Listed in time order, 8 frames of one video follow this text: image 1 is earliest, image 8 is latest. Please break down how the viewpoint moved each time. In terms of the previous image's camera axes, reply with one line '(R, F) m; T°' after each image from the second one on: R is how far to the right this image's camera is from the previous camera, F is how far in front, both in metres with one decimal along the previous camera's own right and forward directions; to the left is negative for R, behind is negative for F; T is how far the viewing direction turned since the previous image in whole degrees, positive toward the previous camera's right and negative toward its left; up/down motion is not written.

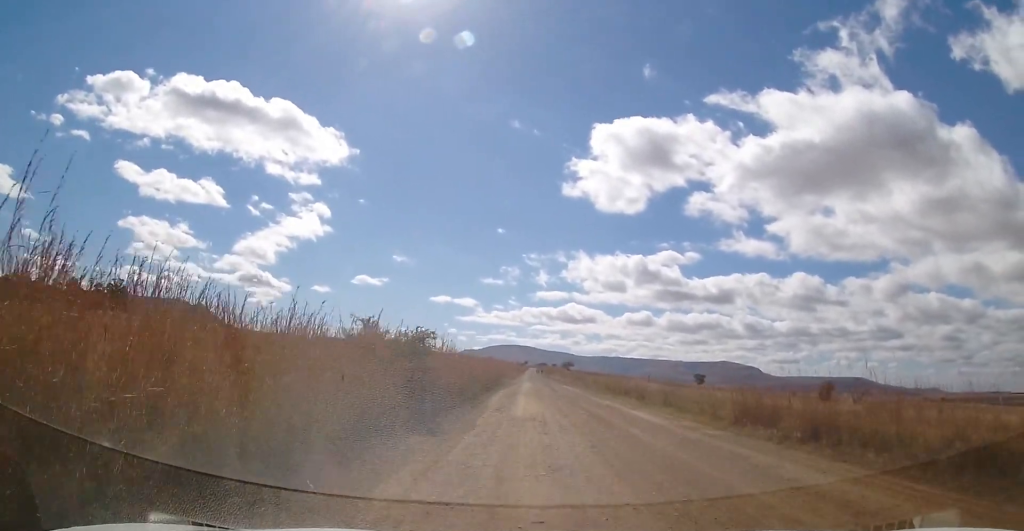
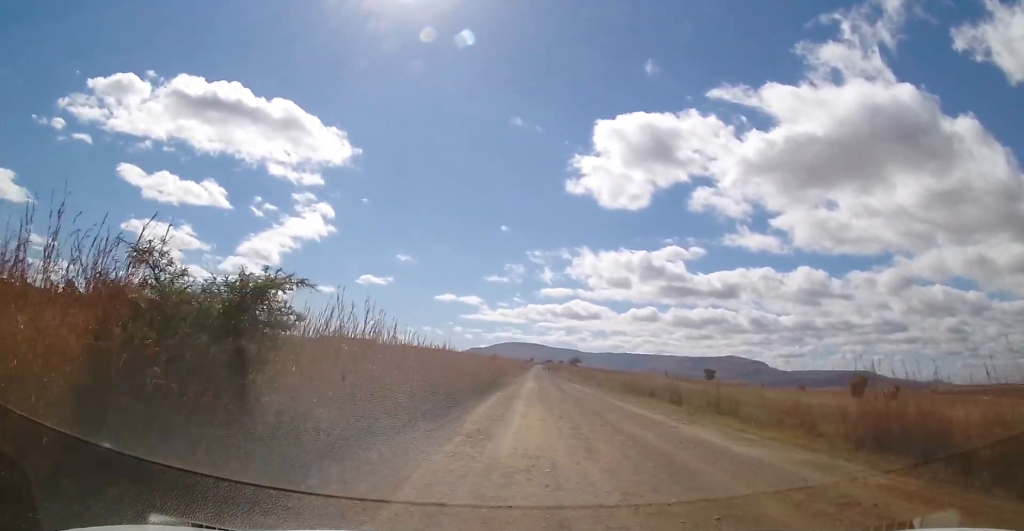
(+0.1, +9.1) m; 0°
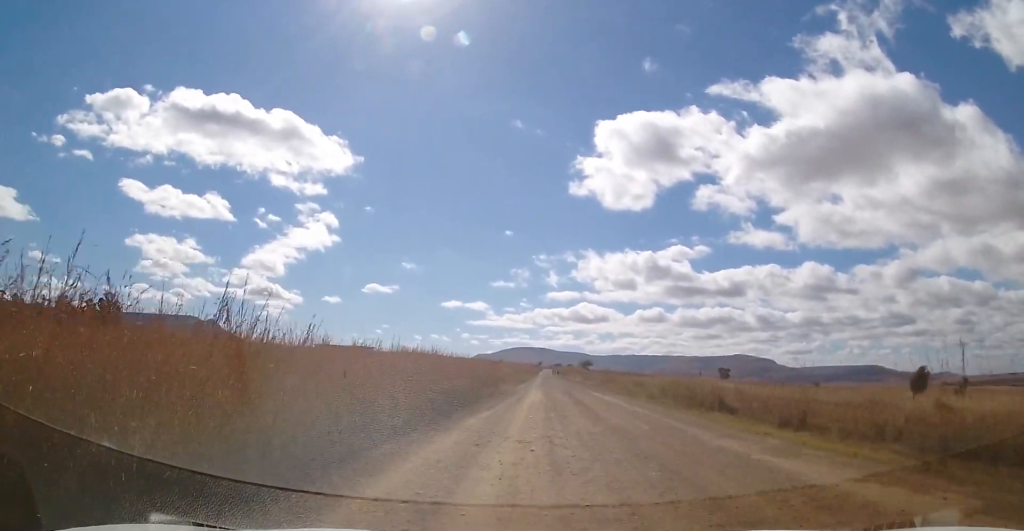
(+0.3, +15.1) m; 0°
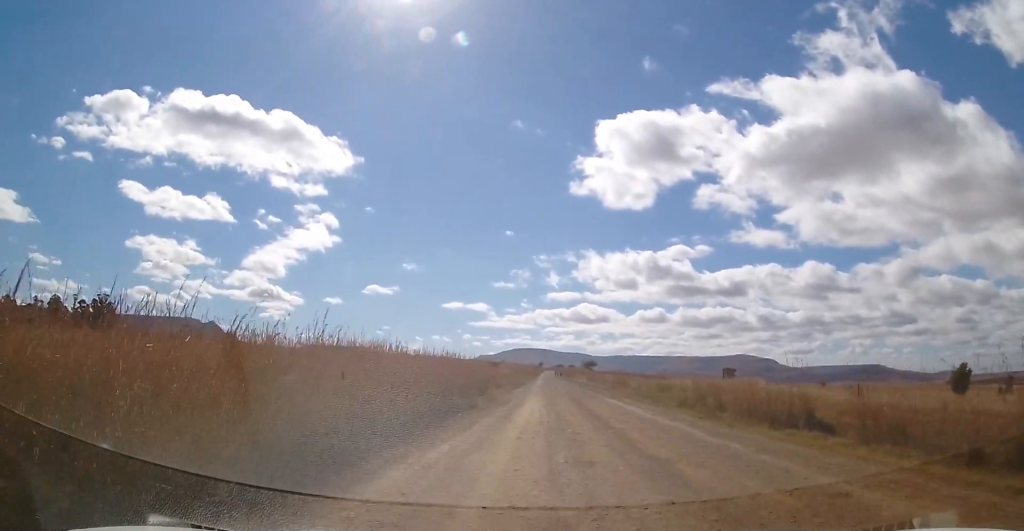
(-0.2, +9.2) m; -1°
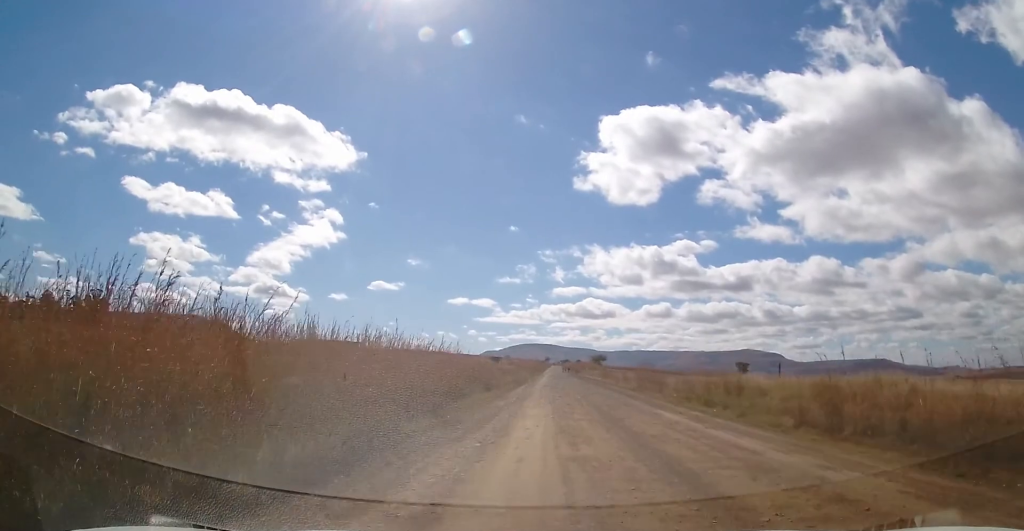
(-0.2, +14.4) m; -1°
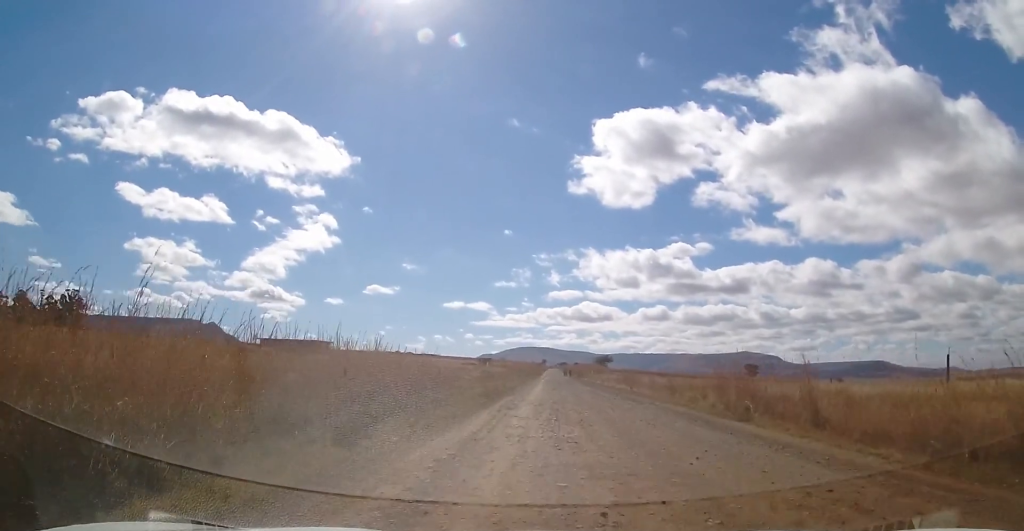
(0.0, +23.3) m; 0°
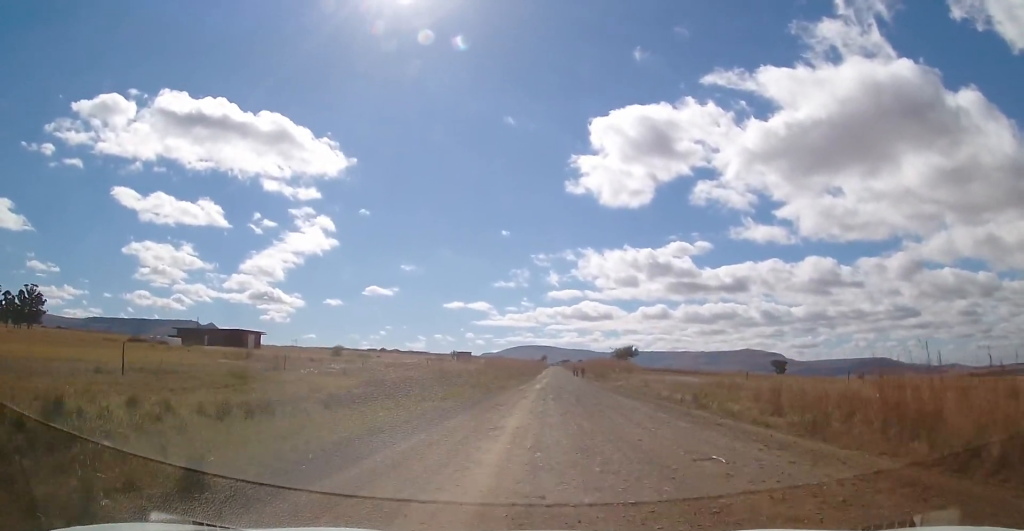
(-0.6, +42.3) m; -1°
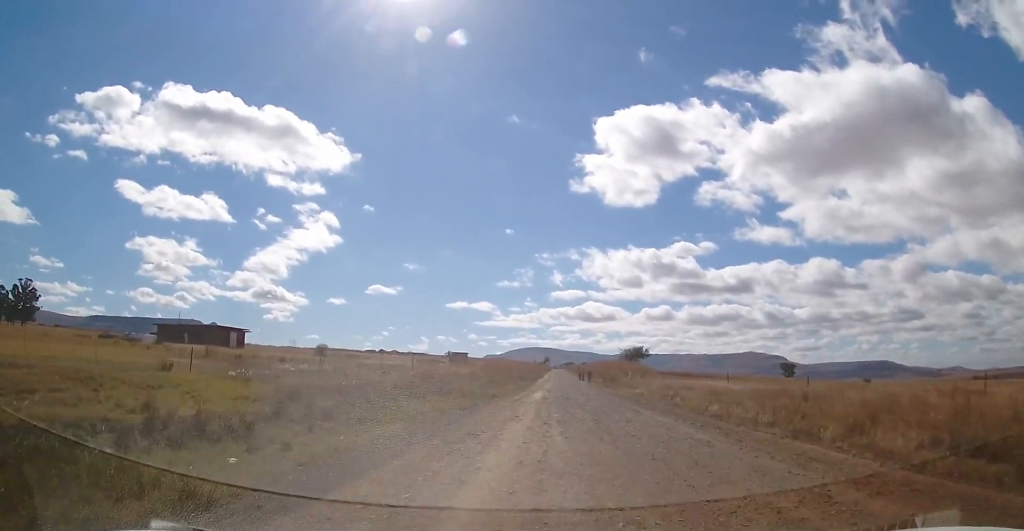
(-0.1, +8.9) m; 0°
